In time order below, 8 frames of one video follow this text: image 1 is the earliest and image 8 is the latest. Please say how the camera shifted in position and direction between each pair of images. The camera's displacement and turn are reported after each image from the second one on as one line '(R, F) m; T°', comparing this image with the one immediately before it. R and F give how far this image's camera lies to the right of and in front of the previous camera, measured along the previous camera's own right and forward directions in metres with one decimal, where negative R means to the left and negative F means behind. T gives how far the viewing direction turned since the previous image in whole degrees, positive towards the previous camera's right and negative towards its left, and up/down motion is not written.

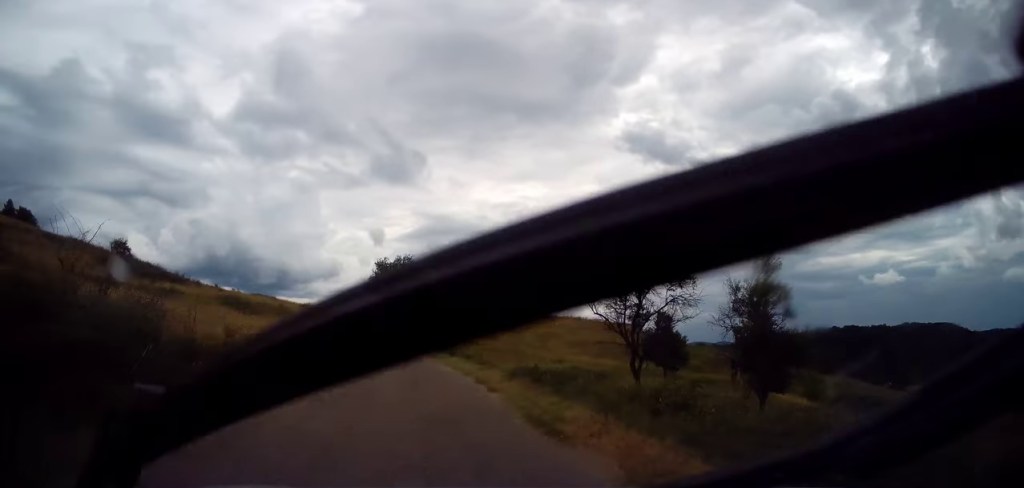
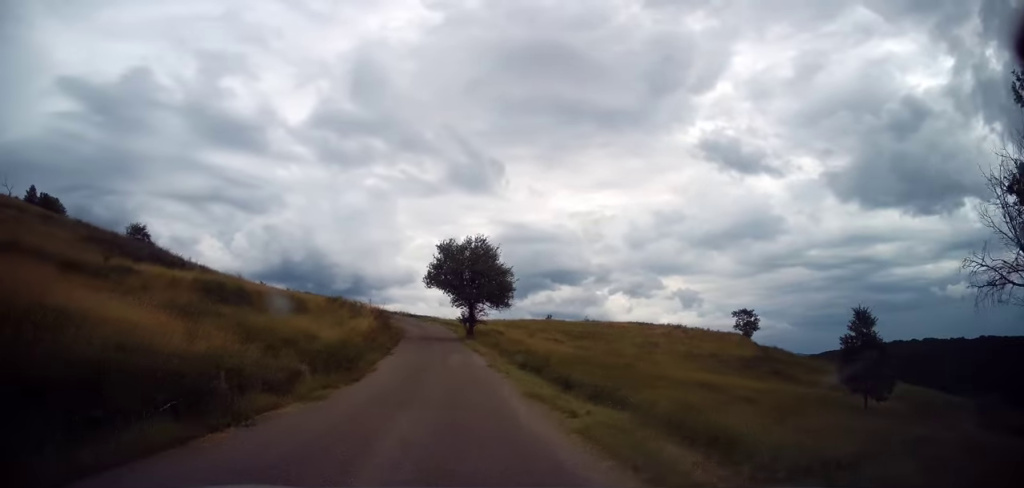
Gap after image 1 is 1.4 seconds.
(-1.2, +15.1) m; -8°
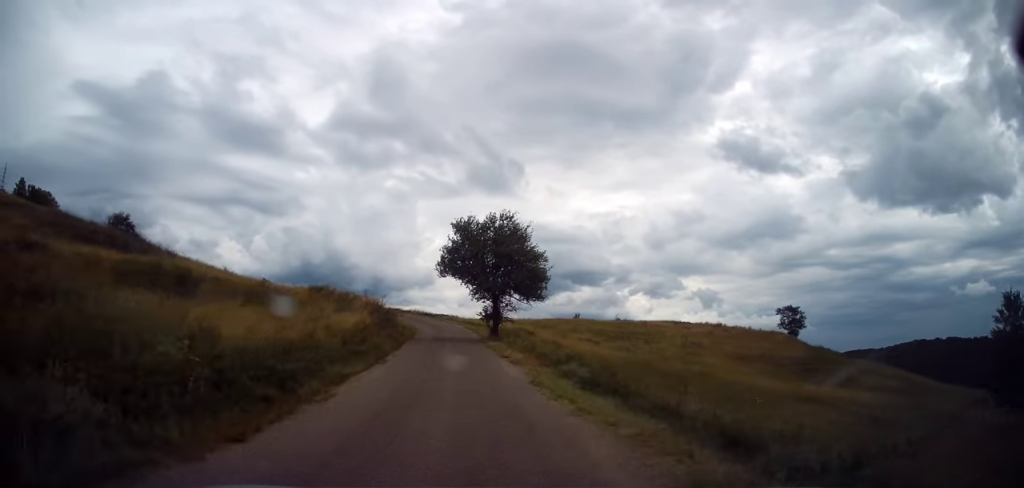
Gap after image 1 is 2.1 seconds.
(-0.3, +8.4) m; -3°
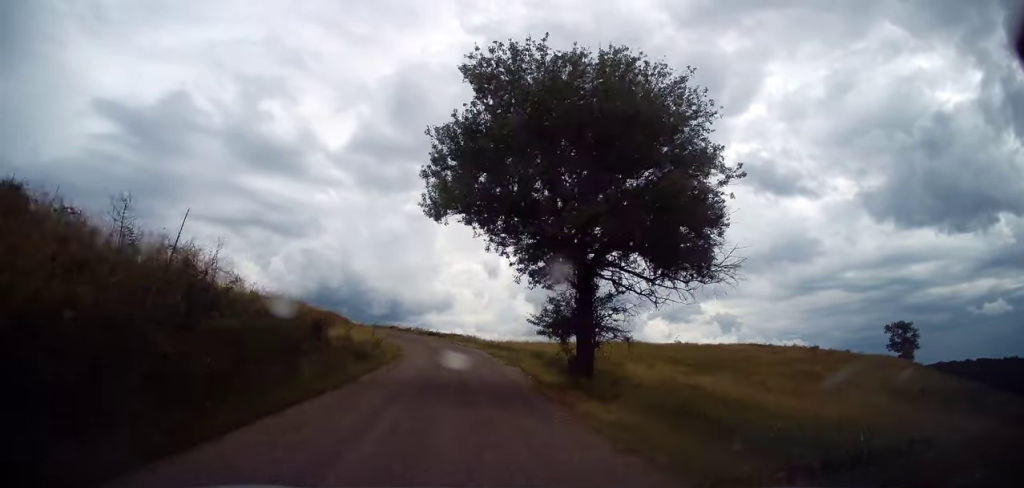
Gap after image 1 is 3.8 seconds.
(-0.9, +21.7) m; -3°
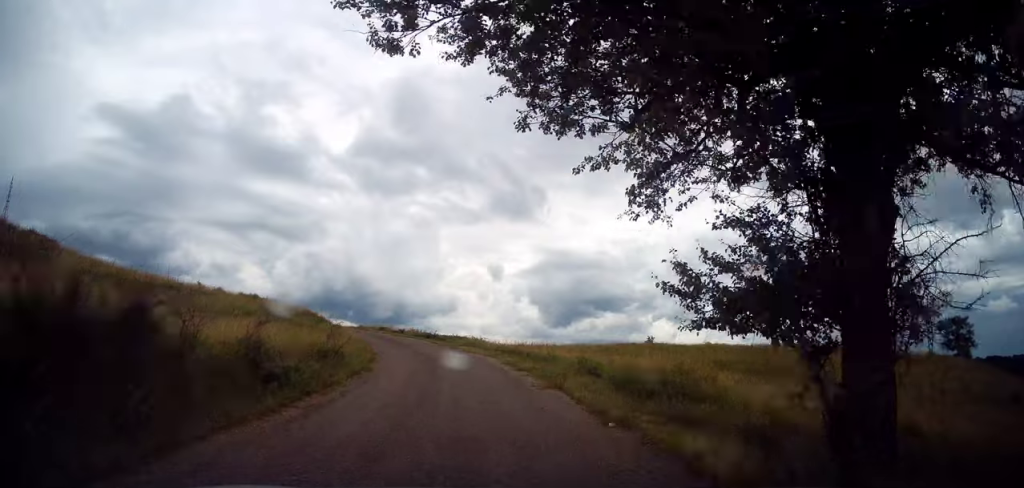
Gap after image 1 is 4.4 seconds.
(-0.1, +8.8) m; +2°
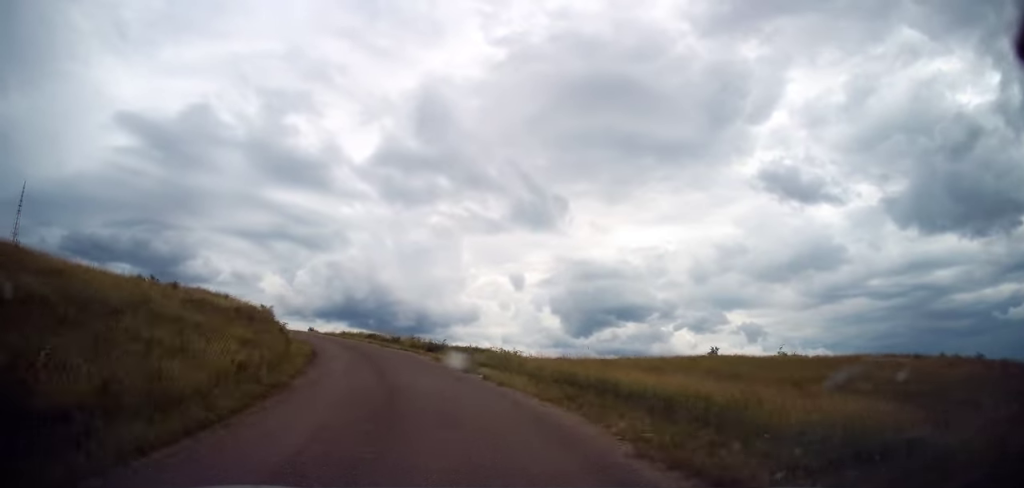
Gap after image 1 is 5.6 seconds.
(+0.6, +14.6) m; -3°
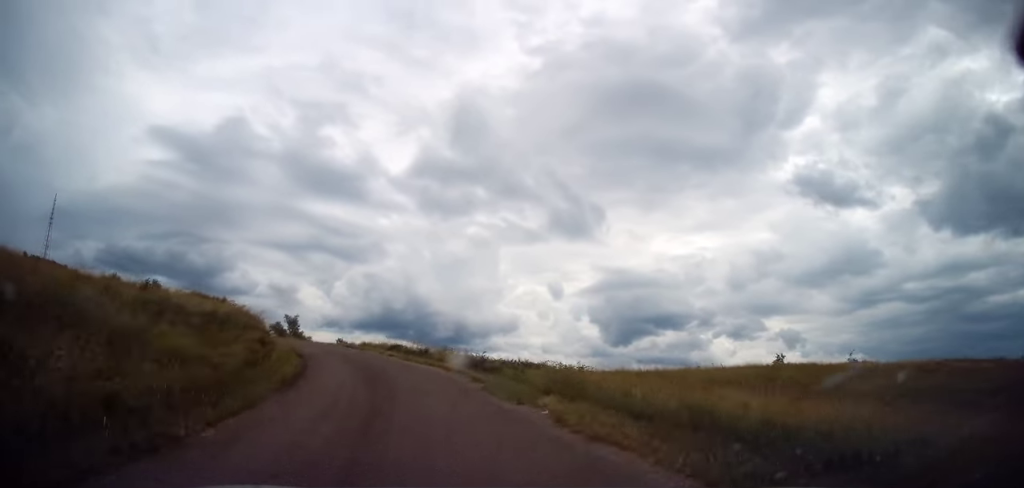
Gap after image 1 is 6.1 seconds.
(-0.6, +6.0) m; -6°
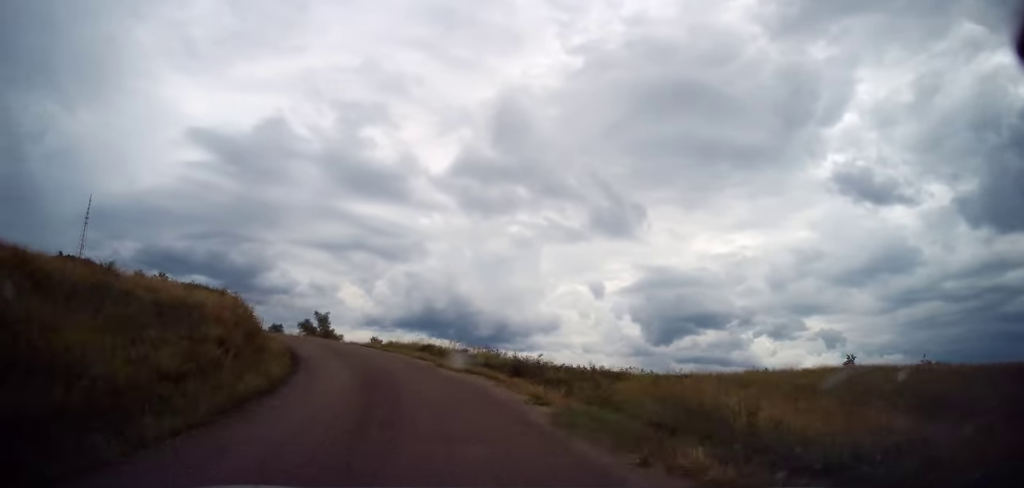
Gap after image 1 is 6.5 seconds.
(-0.1, +5.2) m; -5°
